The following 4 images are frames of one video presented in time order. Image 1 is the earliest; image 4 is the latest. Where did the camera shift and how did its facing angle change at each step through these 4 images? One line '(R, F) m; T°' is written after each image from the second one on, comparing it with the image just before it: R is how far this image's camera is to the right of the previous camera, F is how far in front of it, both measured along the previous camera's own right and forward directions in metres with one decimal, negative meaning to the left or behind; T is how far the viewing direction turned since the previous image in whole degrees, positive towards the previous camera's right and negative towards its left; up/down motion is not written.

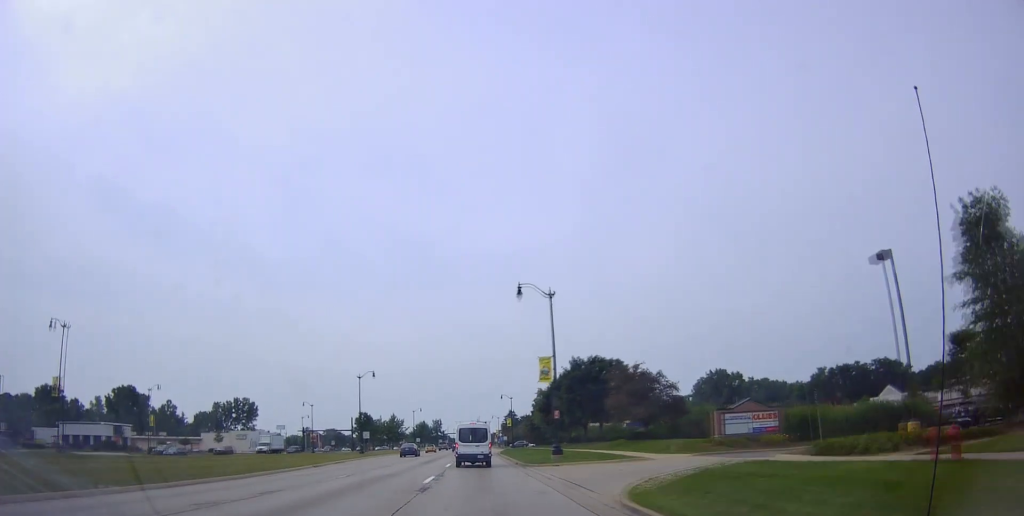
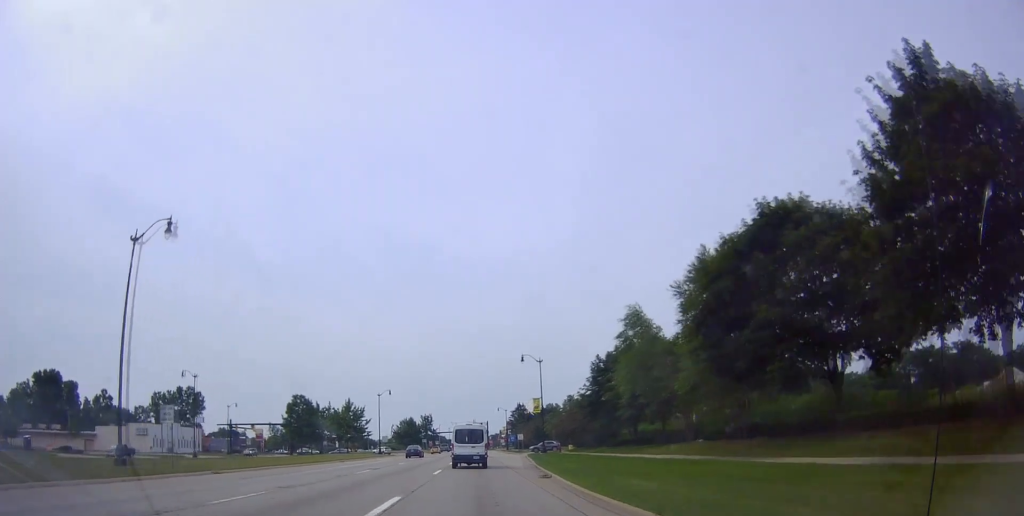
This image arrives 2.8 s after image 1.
(+1.0, +55.1) m; +1°
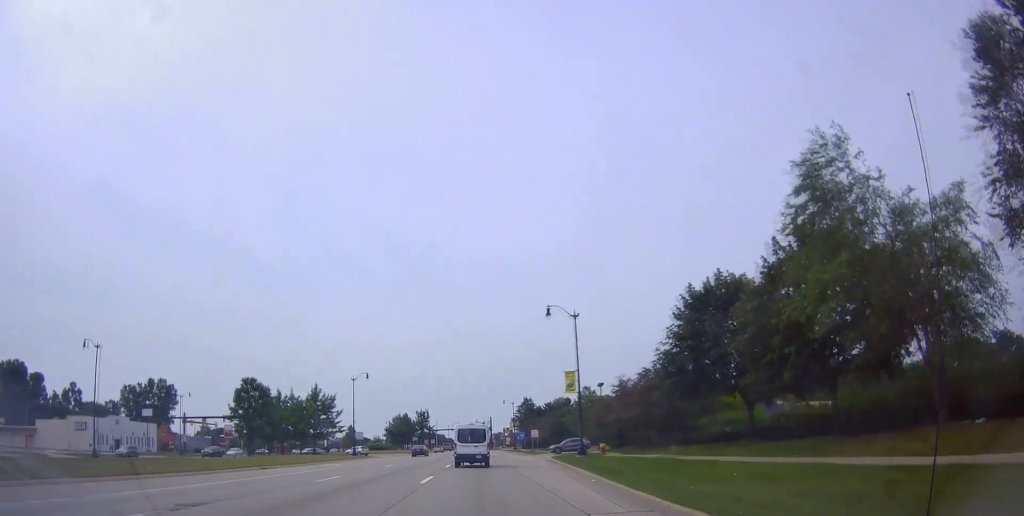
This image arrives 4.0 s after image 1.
(-0.2, +22.0) m; 0°
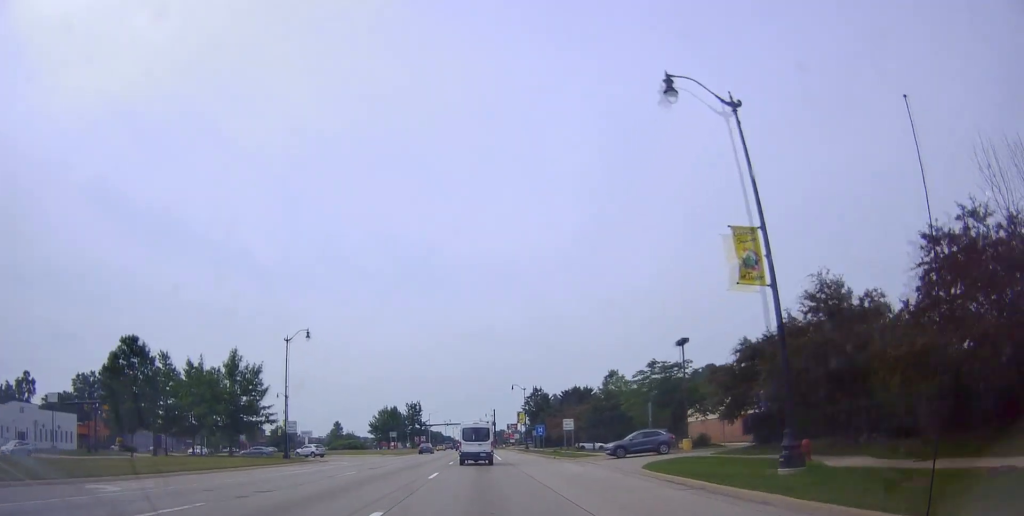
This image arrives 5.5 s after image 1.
(+0.4, +28.4) m; -1°
